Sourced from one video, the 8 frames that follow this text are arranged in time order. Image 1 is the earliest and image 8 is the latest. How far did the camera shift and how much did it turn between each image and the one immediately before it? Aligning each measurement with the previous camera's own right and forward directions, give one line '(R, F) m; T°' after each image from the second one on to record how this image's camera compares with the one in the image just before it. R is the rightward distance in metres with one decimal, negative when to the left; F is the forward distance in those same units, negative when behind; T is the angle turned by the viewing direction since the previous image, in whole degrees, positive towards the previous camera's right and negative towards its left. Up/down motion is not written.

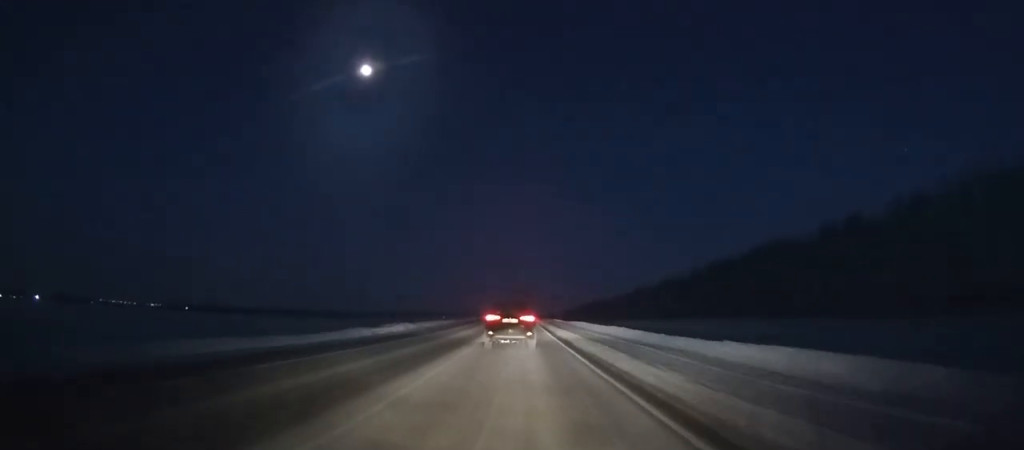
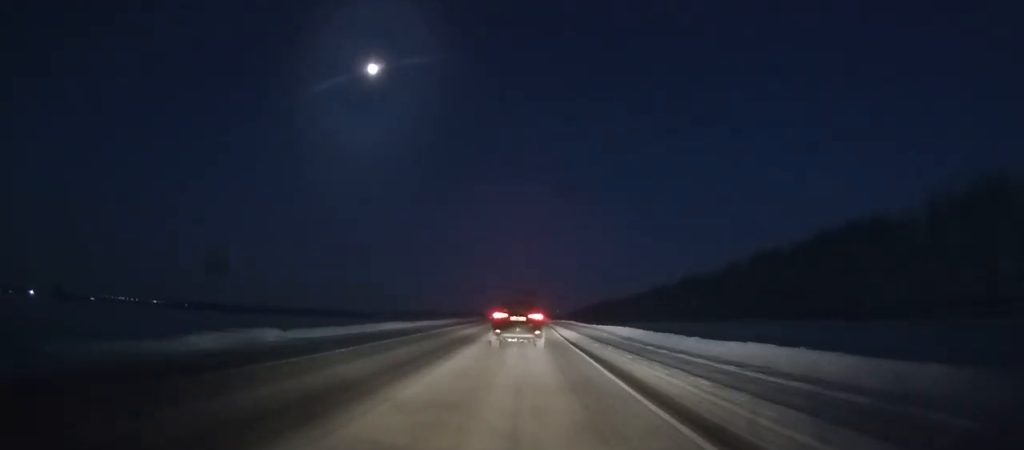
(+0.1, +28.4) m; 0°
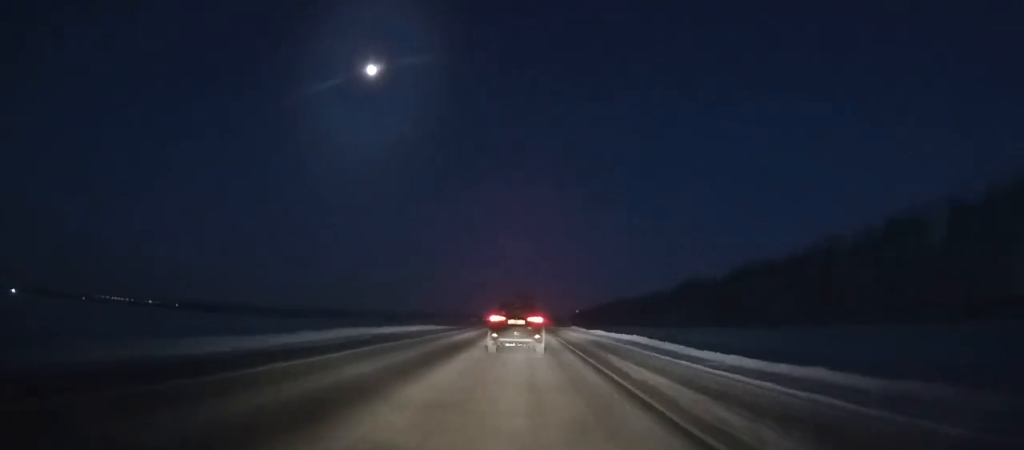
(-0.2, +47.9) m; 0°
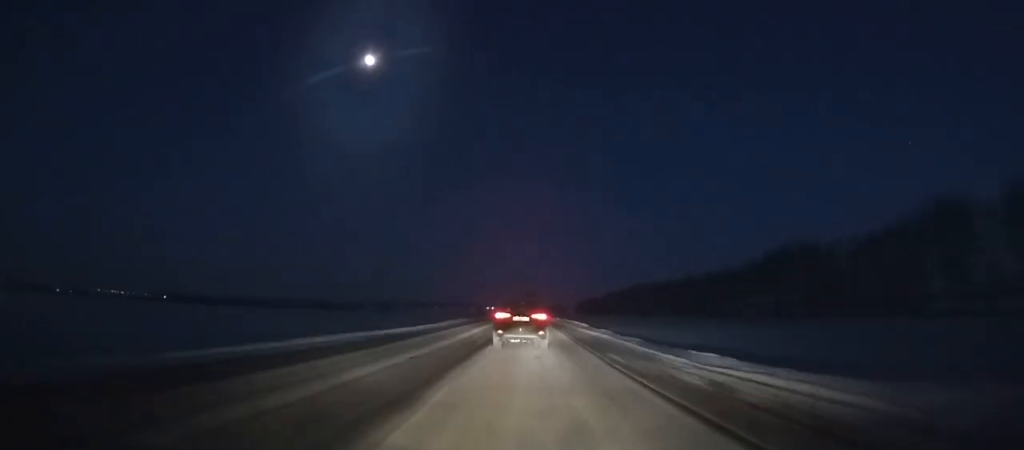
(-0.4, +72.6) m; 0°
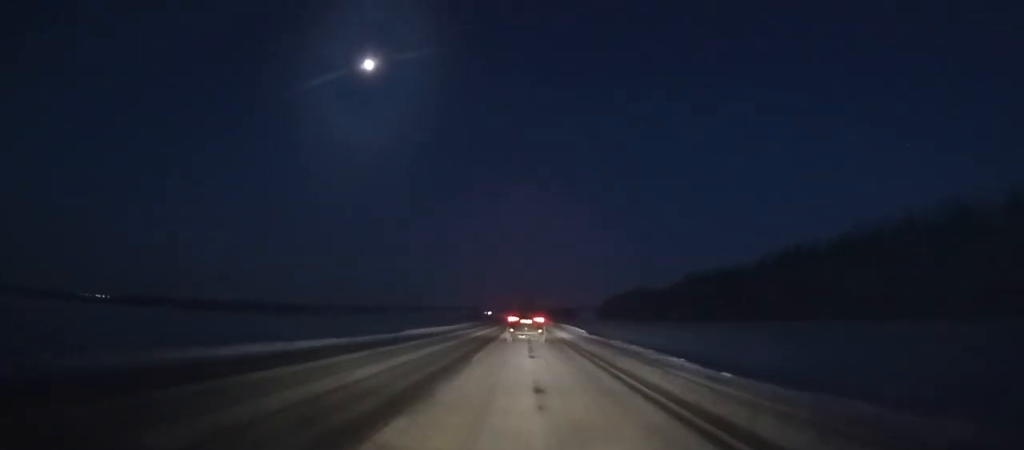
(+1.4, +205.7) m; 0°
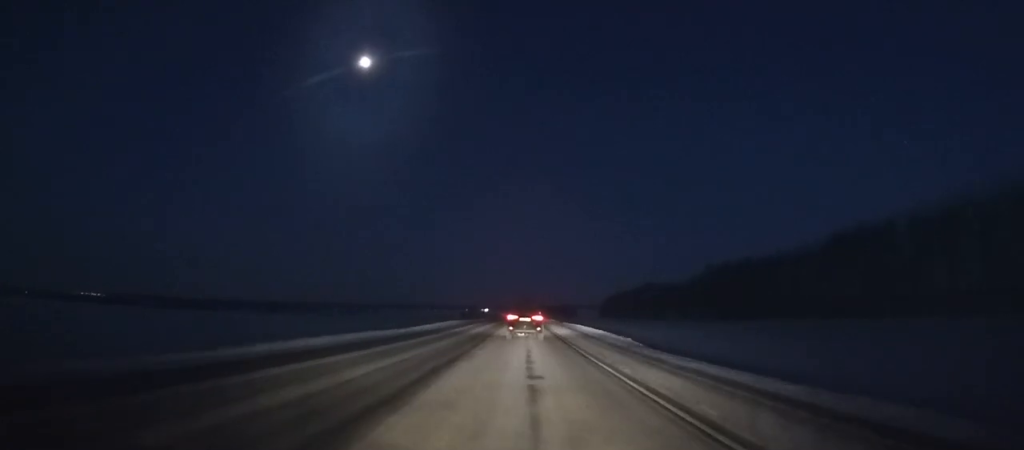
(0.0, +26.8) m; 0°
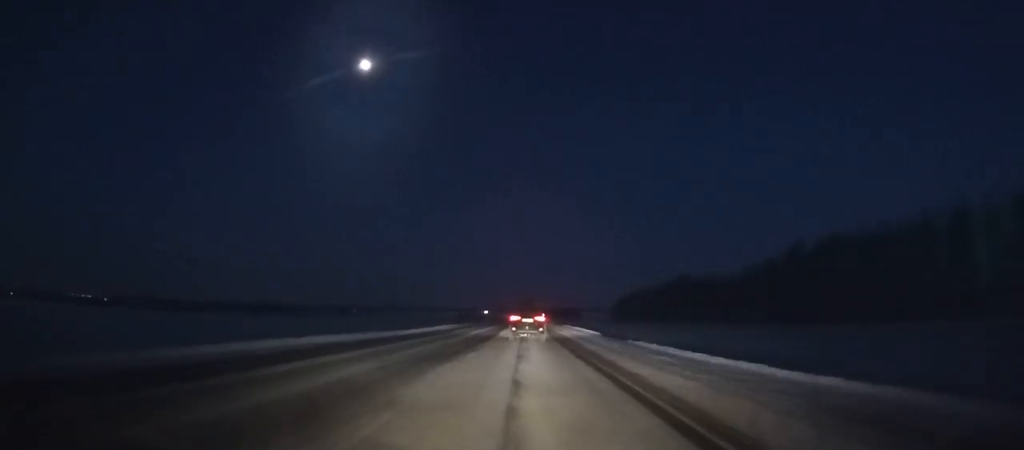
(0.0, +54.8) m; 0°
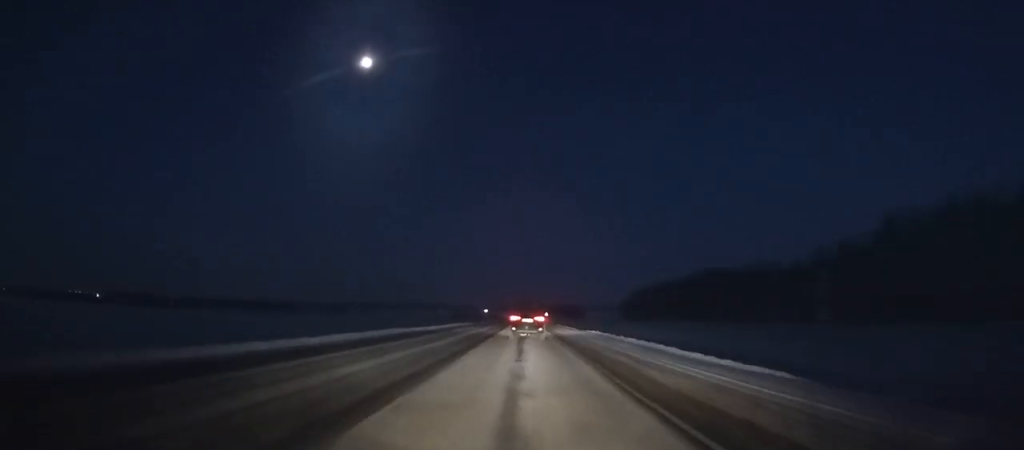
(0.0, +34.0) m; 0°
